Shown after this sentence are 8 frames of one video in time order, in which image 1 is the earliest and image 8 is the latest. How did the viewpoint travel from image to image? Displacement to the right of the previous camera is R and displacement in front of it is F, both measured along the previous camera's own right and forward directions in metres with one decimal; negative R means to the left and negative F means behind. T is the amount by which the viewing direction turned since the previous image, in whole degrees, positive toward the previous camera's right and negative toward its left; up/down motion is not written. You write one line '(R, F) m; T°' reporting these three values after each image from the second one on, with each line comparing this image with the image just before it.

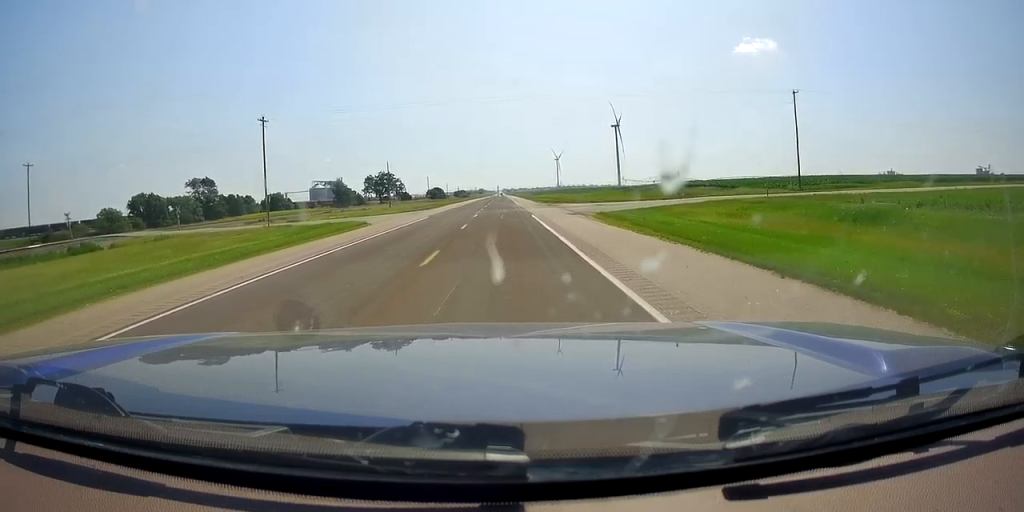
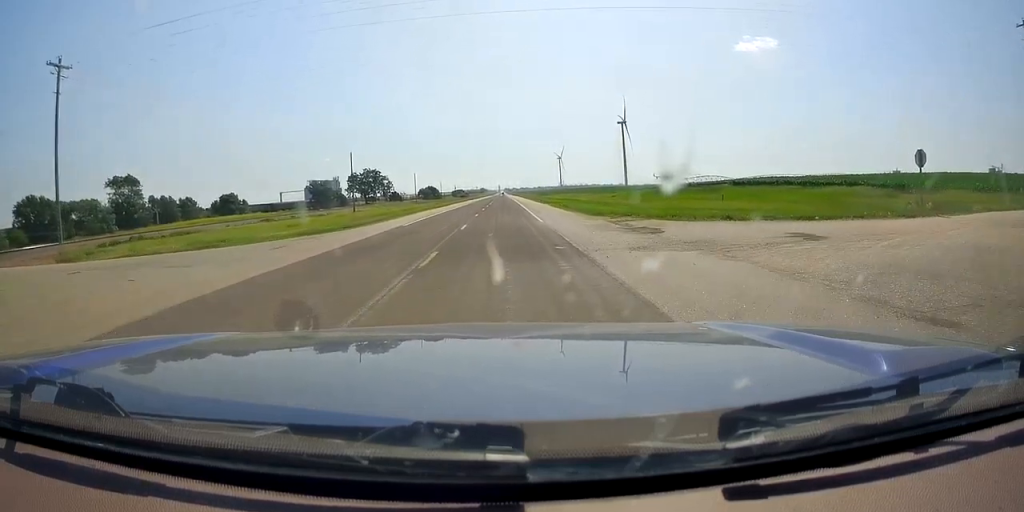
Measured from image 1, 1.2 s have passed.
(+0.1, +37.1) m; 0°
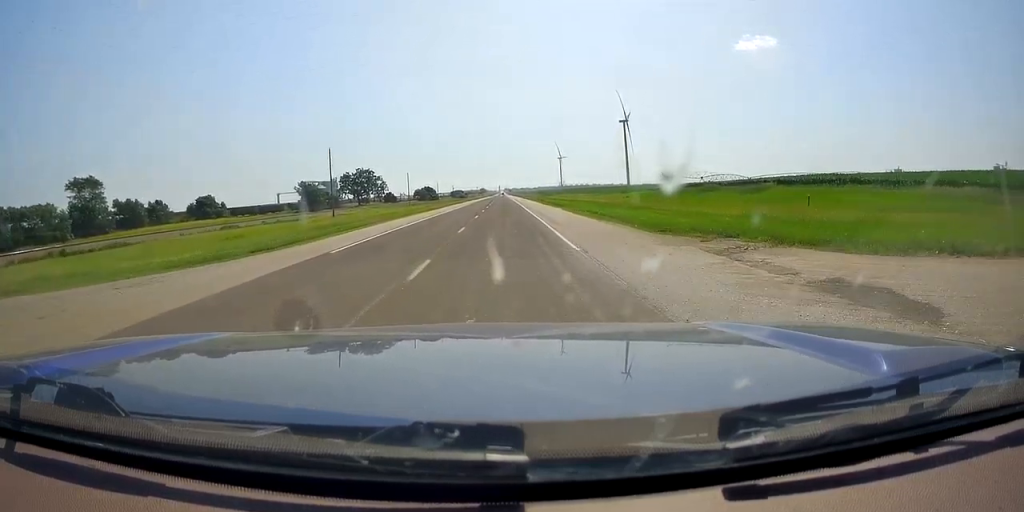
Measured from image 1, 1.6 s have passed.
(0.0, +13.9) m; 0°
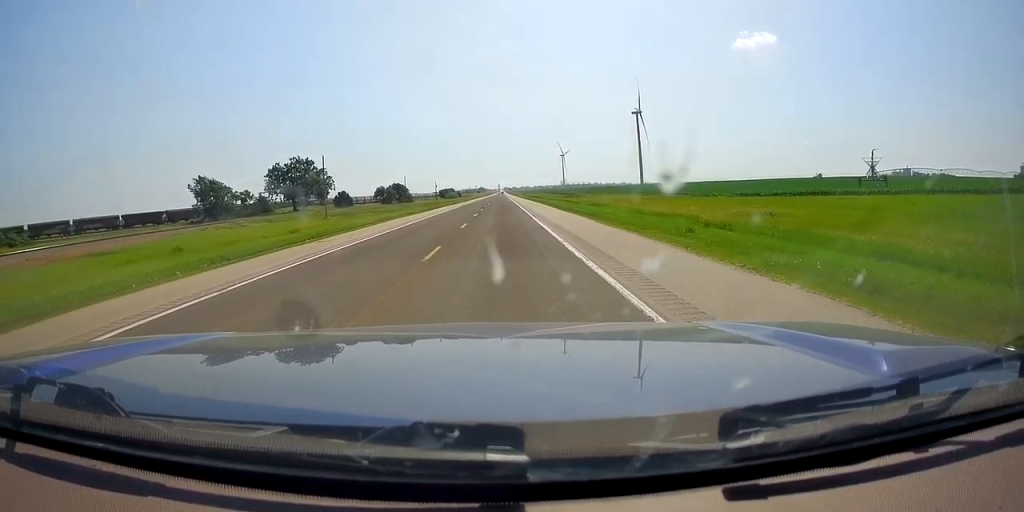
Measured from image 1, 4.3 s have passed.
(-1.2, +81.8) m; -1°
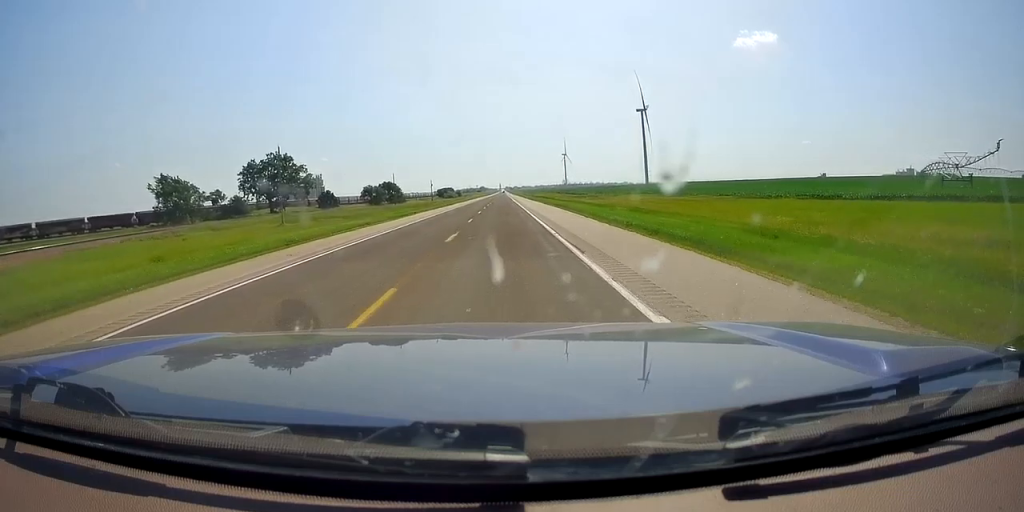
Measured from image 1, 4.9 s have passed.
(+0.2, +19.5) m; +1°
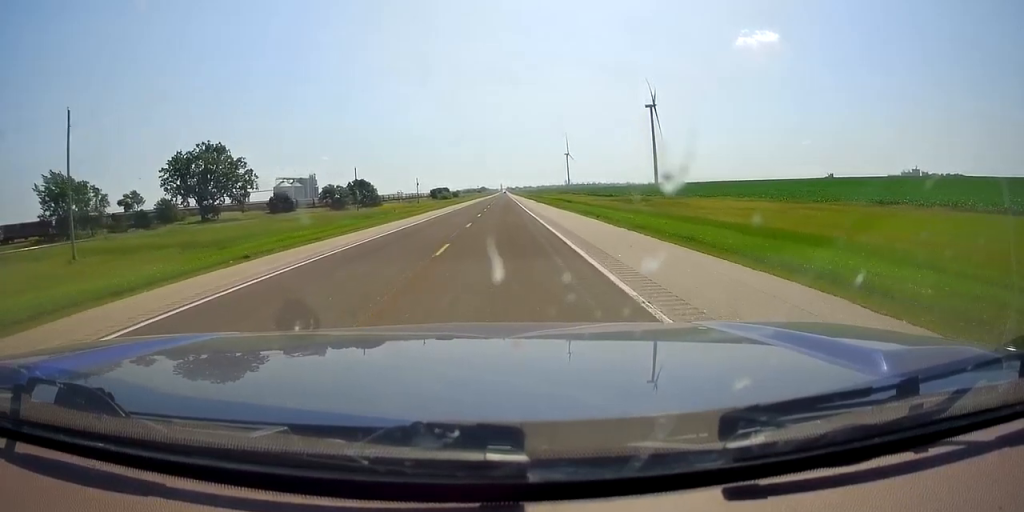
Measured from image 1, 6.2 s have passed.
(-0.3, +40.3) m; -1°
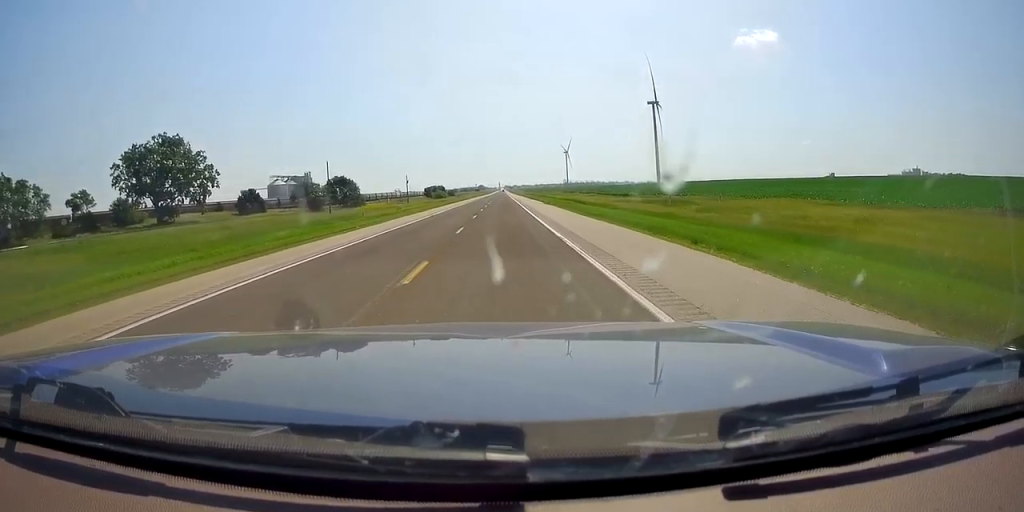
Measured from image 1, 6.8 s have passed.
(-0.3, +17.0) m; 0°
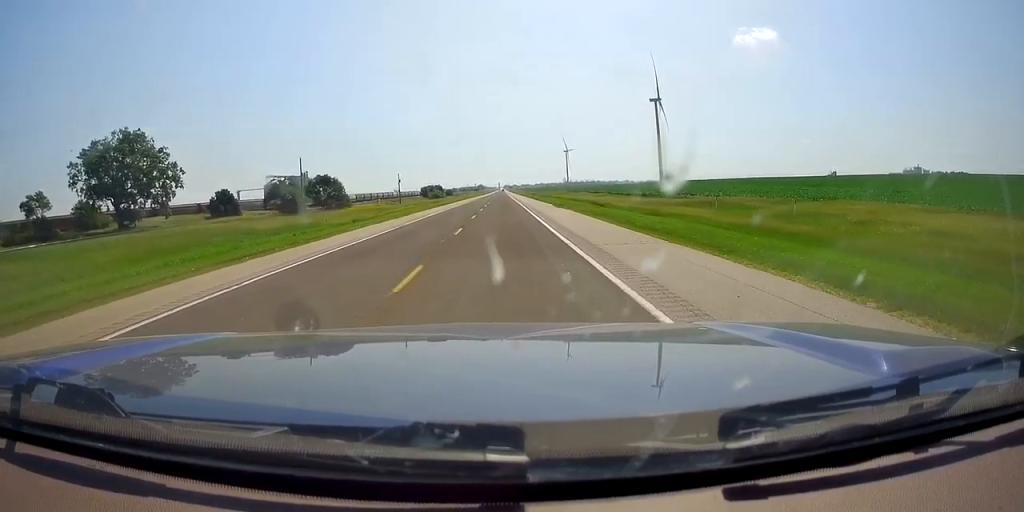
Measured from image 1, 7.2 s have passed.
(0.0, +13.0) m; 0°
